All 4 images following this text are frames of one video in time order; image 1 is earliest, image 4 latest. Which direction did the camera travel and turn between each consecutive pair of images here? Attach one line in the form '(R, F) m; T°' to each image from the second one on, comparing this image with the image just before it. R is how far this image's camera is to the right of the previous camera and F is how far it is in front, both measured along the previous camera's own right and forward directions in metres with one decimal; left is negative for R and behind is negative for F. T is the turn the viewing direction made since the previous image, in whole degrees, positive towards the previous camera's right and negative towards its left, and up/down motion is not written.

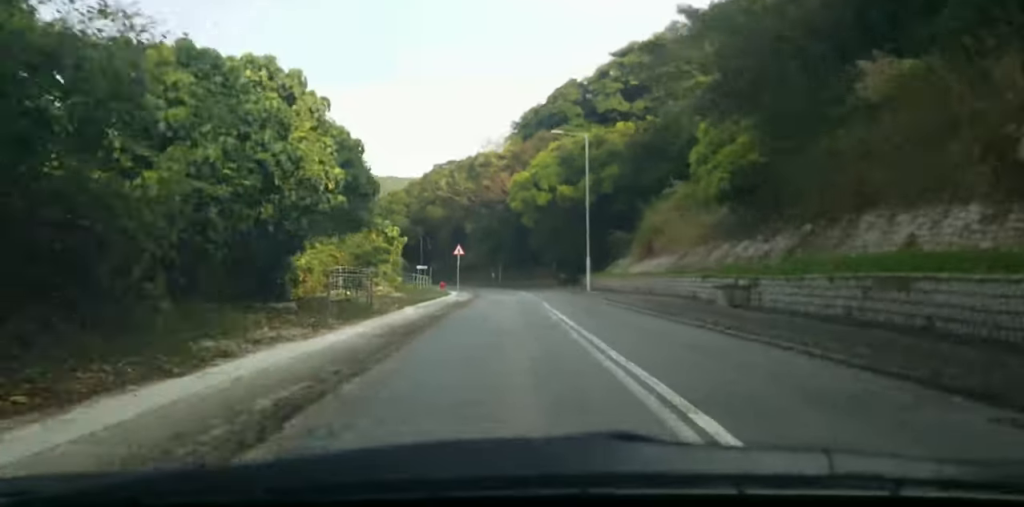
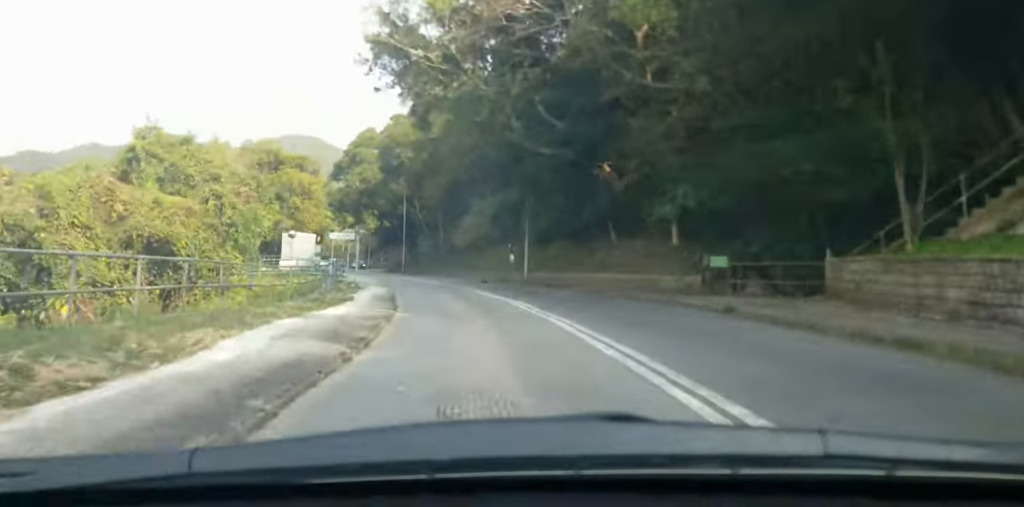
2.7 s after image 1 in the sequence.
(+2.0, +51.4) m; +5°
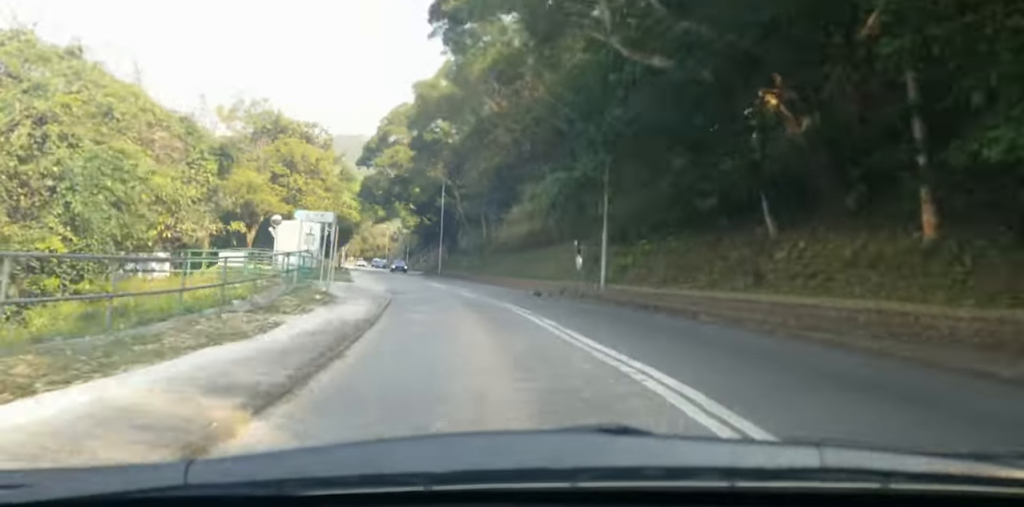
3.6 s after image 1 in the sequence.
(-0.1, +15.2) m; -2°
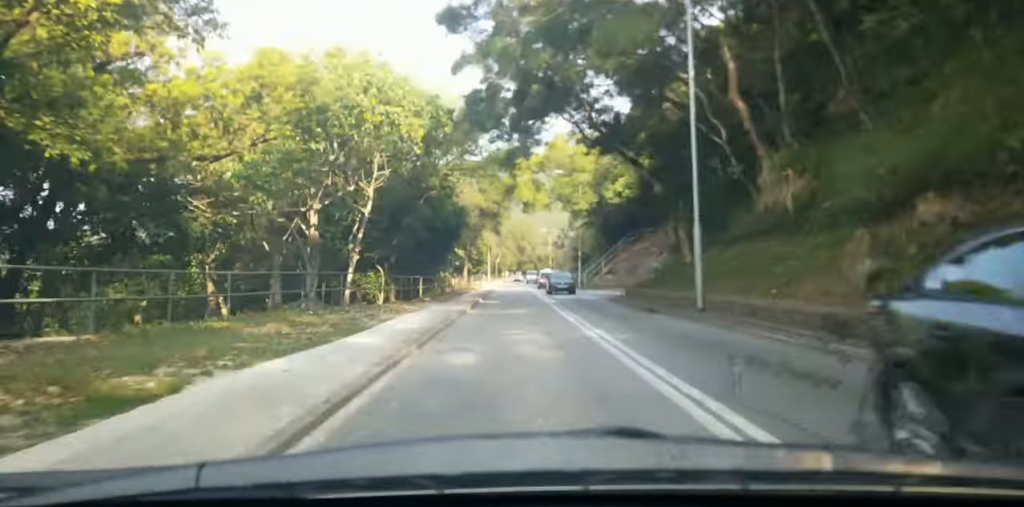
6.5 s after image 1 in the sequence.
(-6.6, +48.5) m; -19°
